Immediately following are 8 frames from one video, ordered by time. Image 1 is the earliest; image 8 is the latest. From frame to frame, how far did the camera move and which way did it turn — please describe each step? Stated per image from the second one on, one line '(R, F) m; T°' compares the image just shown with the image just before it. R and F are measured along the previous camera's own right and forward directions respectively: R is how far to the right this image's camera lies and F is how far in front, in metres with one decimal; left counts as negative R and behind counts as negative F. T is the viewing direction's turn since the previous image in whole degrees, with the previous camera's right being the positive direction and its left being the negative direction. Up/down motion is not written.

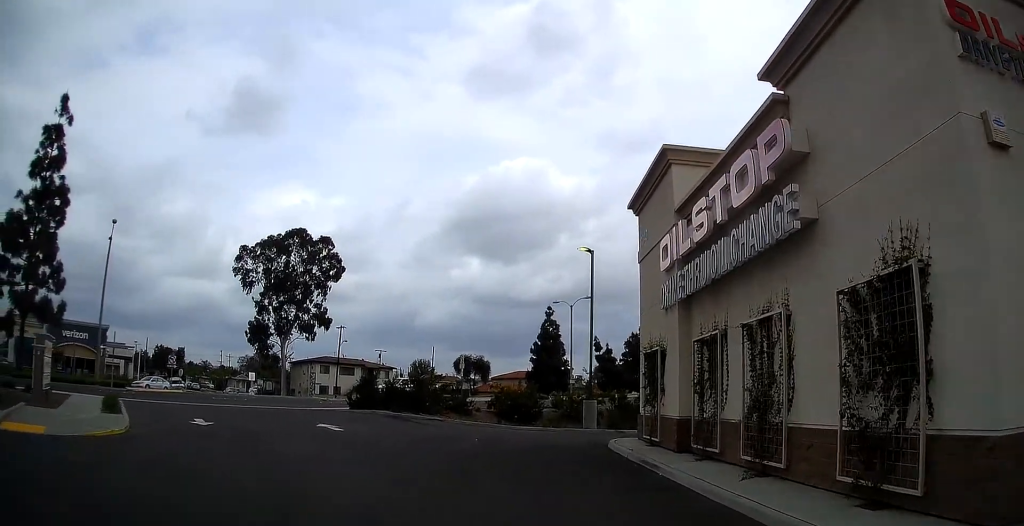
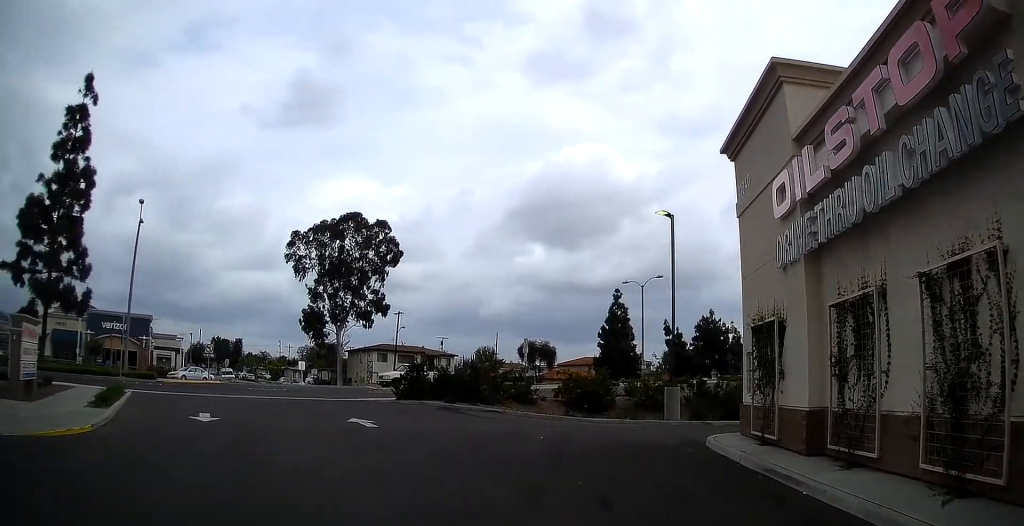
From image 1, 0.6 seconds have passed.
(-0.1, +2.7) m; -10°
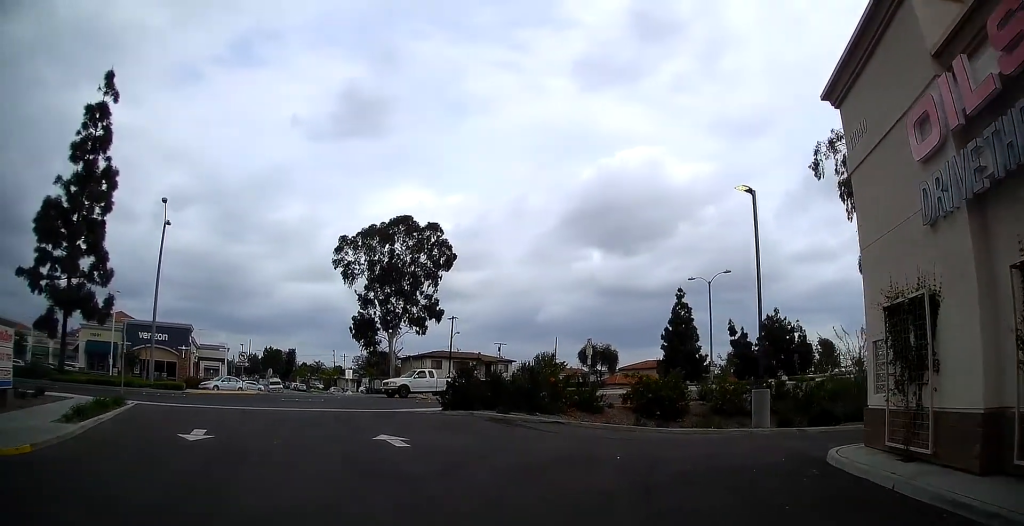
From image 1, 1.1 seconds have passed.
(+0.2, +1.7) m; -12°
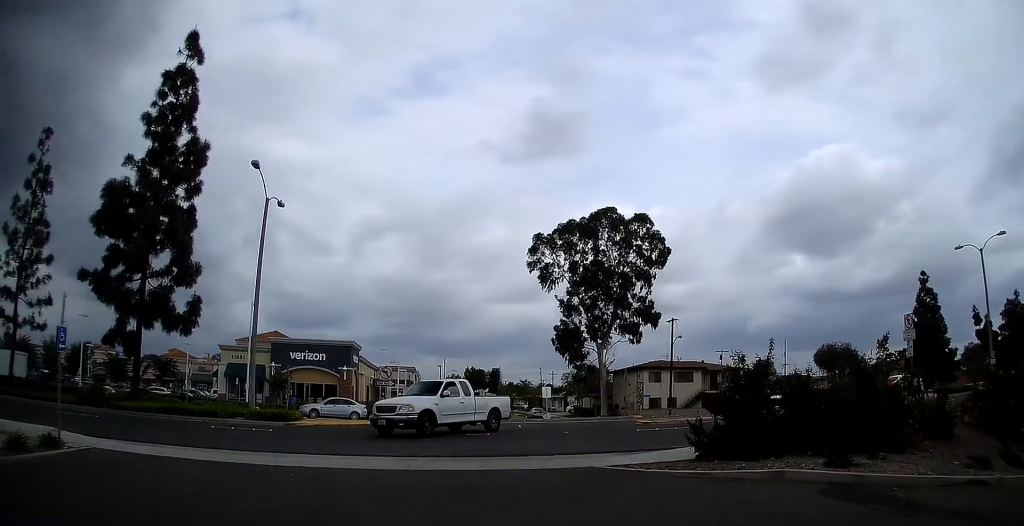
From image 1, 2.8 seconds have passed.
(-2.9, +7.4) m; -21°
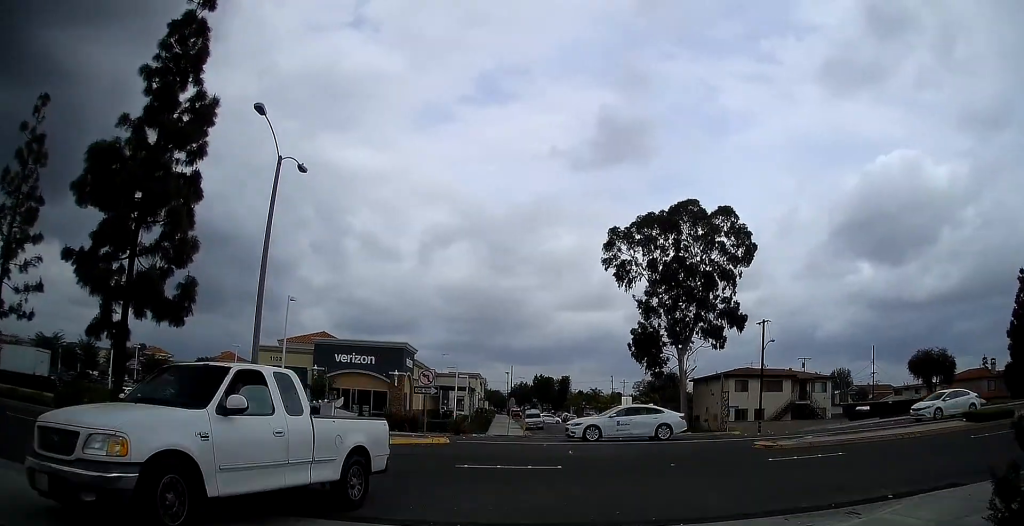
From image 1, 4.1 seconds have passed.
(+0.3, +6.9) m; -6°
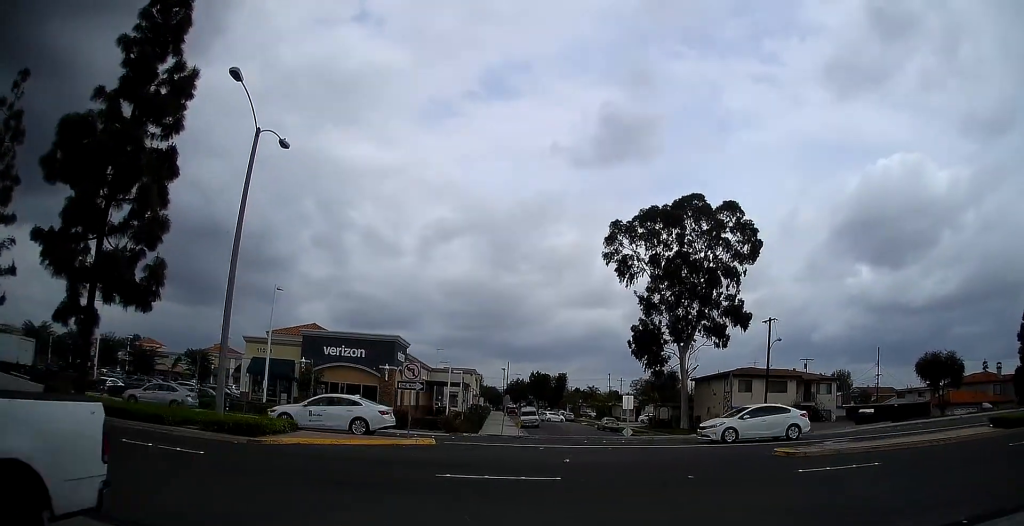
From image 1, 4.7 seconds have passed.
(-0.5, +2.6) m; -2°
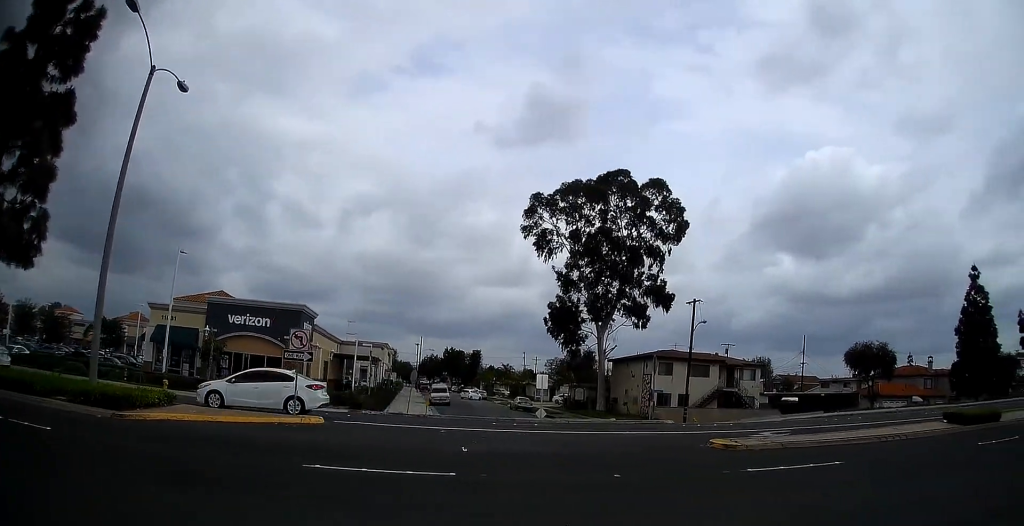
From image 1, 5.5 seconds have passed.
(-0.1, +2.9) m; +7°
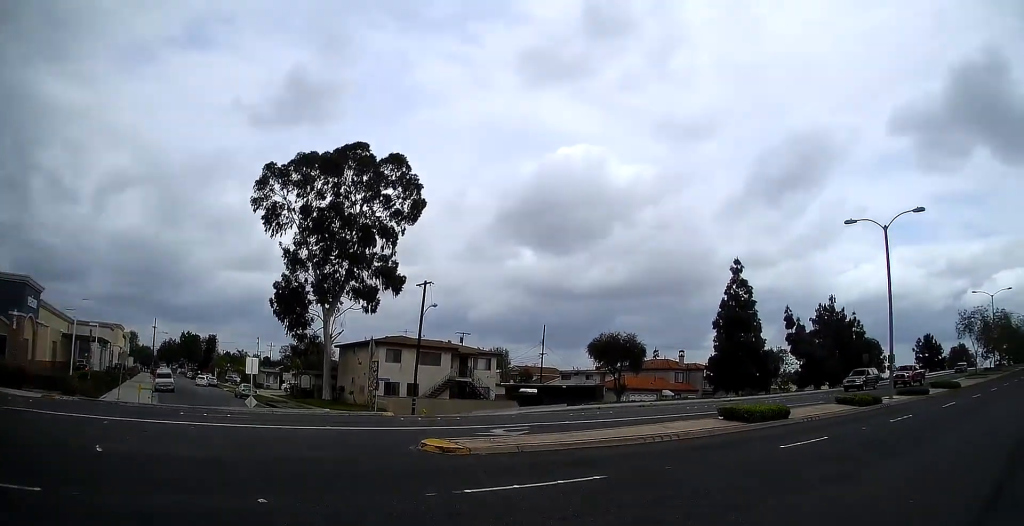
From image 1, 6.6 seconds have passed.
(+0.7, +3.5) m; +23°
